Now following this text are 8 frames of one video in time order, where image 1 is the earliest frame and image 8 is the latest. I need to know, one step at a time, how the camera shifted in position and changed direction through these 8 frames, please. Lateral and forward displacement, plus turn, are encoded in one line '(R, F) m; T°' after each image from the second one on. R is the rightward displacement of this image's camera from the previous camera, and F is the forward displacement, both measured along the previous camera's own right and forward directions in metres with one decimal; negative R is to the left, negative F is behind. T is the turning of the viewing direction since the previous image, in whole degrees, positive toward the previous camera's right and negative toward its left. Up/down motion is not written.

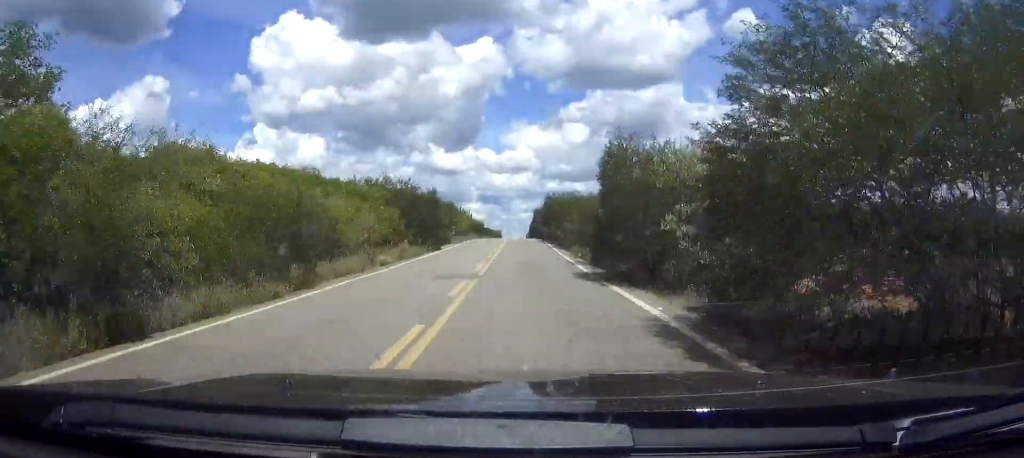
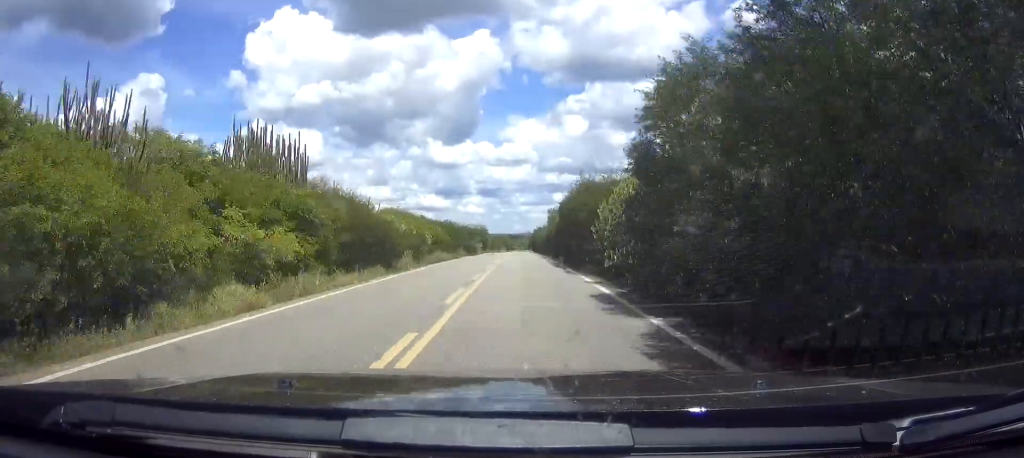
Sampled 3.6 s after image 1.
(-0.2, +97.7) m; 0°
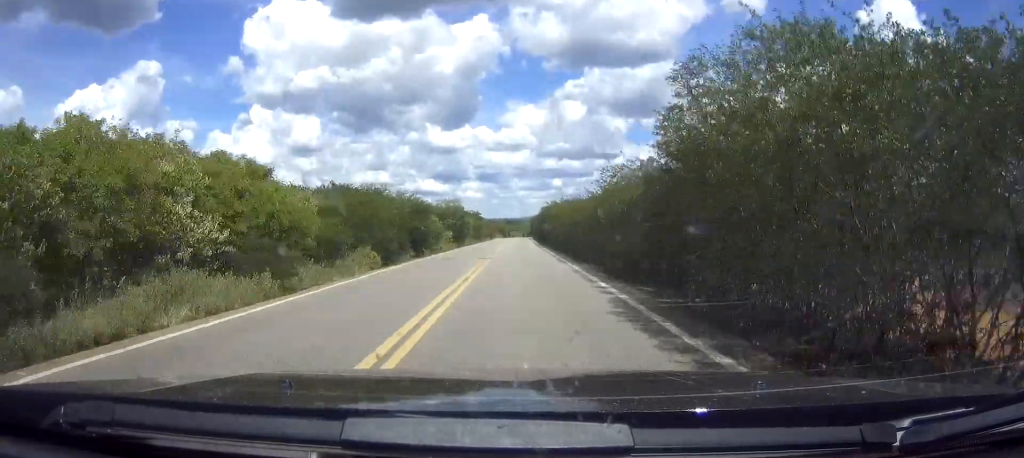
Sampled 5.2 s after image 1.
(-0.1, +42.7) m; 0°
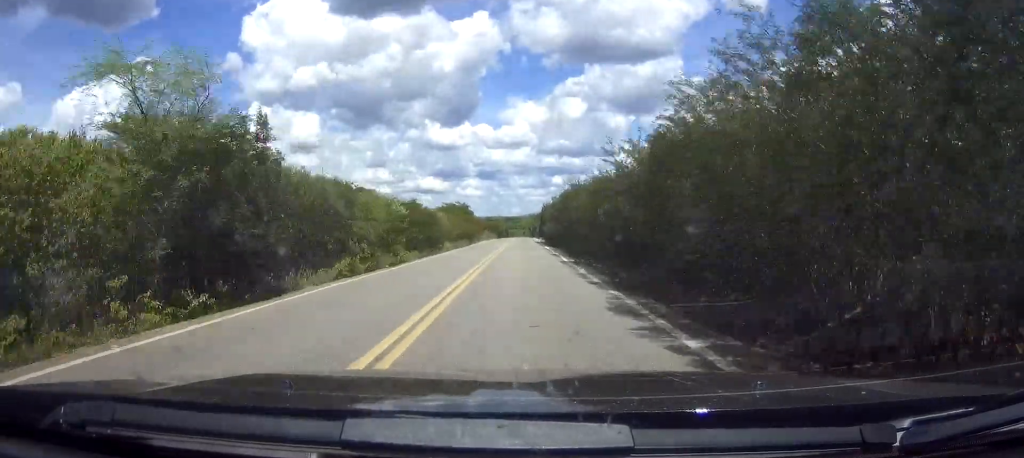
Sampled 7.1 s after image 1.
(+0.2, +50.9) m; 0°
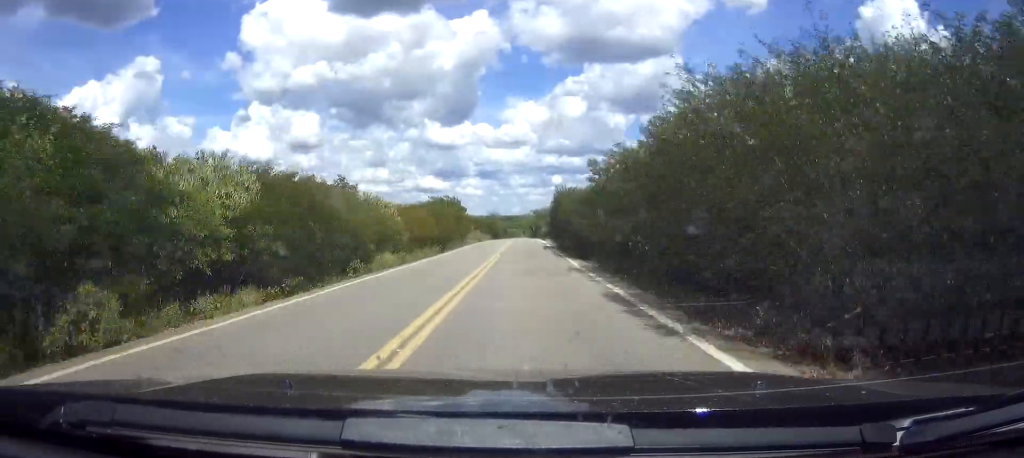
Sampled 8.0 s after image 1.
(0.0, +23.6) m; 0°
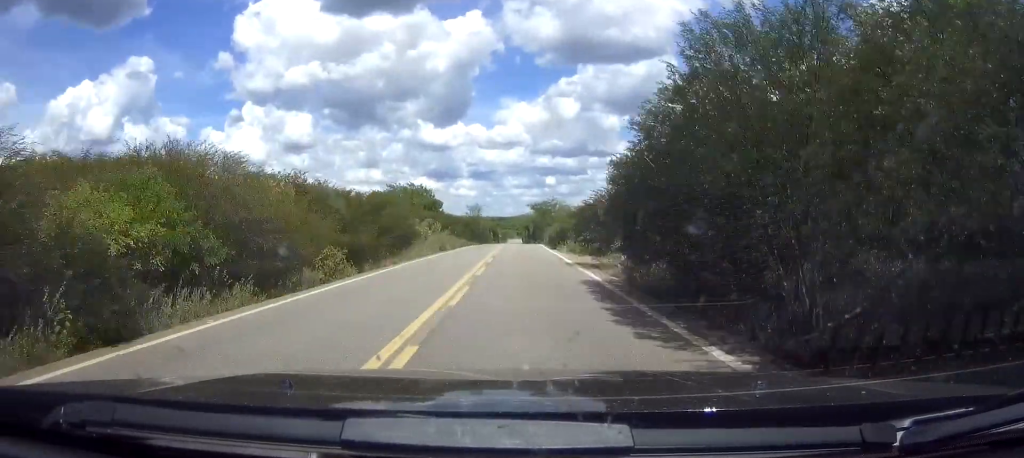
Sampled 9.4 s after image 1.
(0.0, +37.1) m; 0°
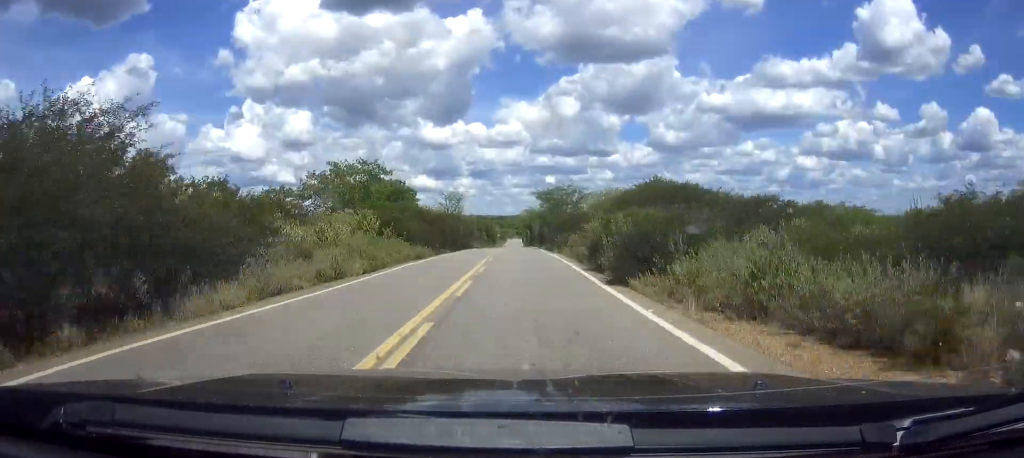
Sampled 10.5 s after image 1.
(0.0, +30.6) m; 0°
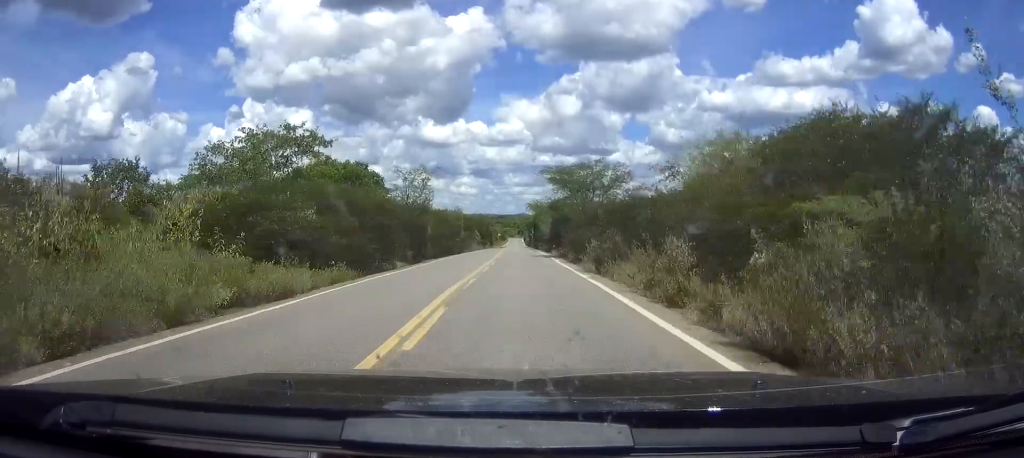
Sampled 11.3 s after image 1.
(+0.1, +23.9) m; 0°
